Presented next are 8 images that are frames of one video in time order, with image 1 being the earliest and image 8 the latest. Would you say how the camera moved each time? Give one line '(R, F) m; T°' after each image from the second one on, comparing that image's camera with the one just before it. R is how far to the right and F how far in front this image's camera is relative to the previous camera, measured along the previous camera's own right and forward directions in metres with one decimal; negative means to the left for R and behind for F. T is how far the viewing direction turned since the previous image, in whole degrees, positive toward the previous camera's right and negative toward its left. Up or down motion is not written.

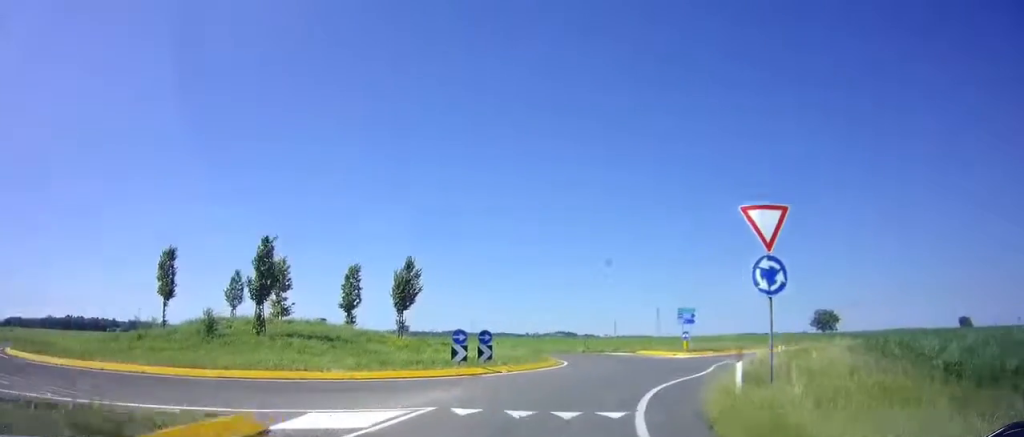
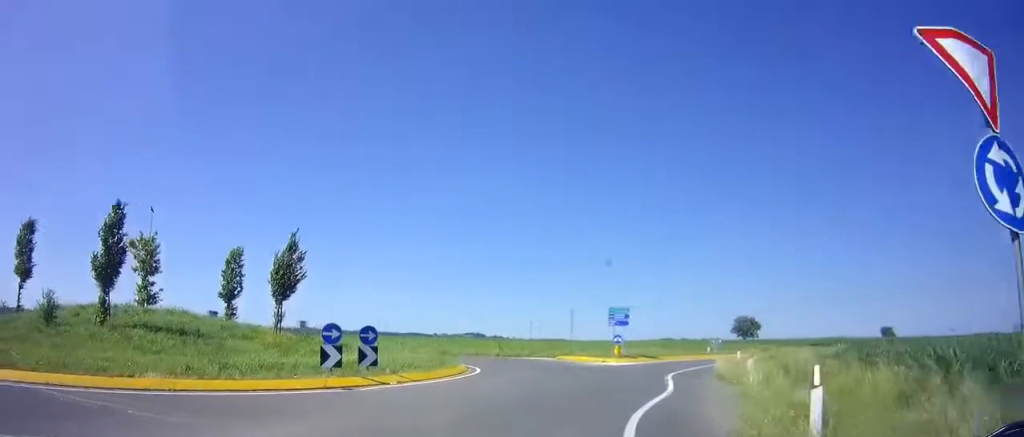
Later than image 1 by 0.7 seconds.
(0.0, +5.5) m; +9°
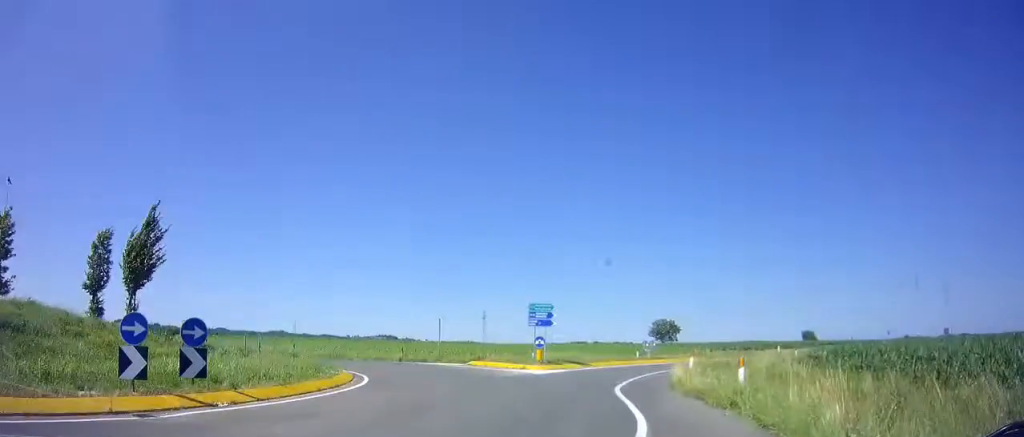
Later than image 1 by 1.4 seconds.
(+0.3, +5.2) m; +11°
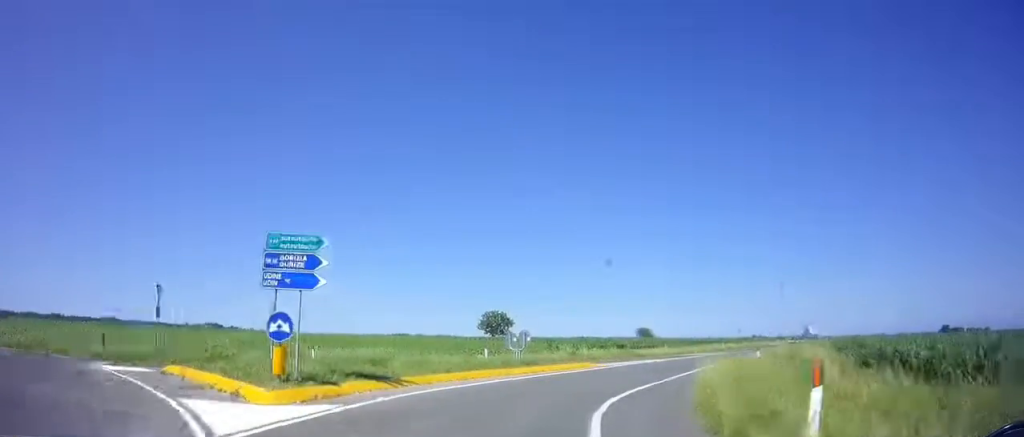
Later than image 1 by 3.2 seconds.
(+4.1, +15.7) m; +27°
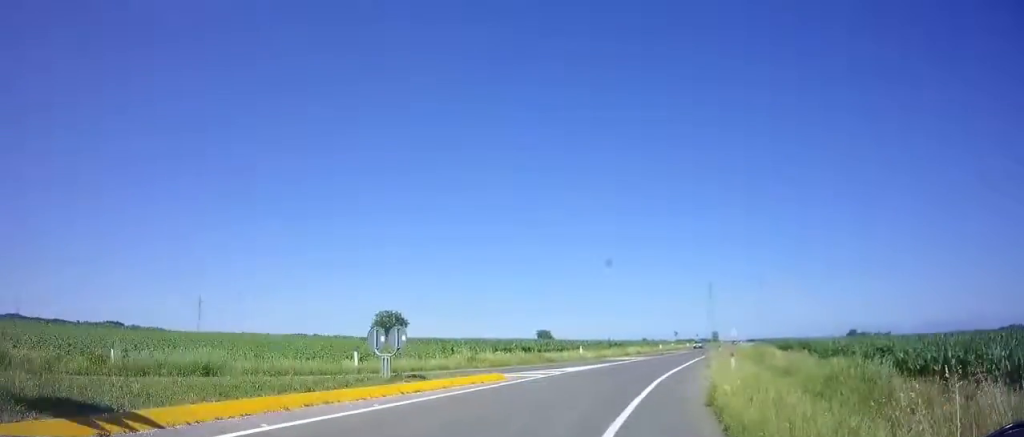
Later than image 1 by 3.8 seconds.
(+0.8, +6.6) m; +11°
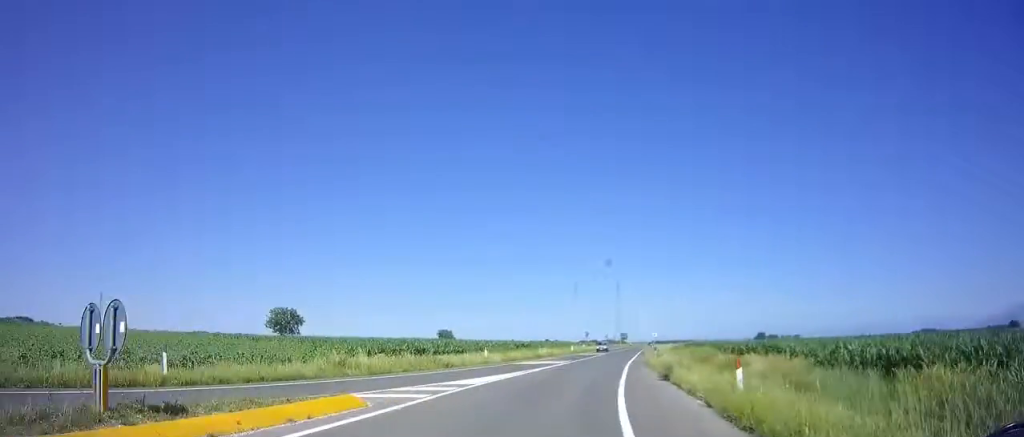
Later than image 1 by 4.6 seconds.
(+0.8, +7.4) m; +9°
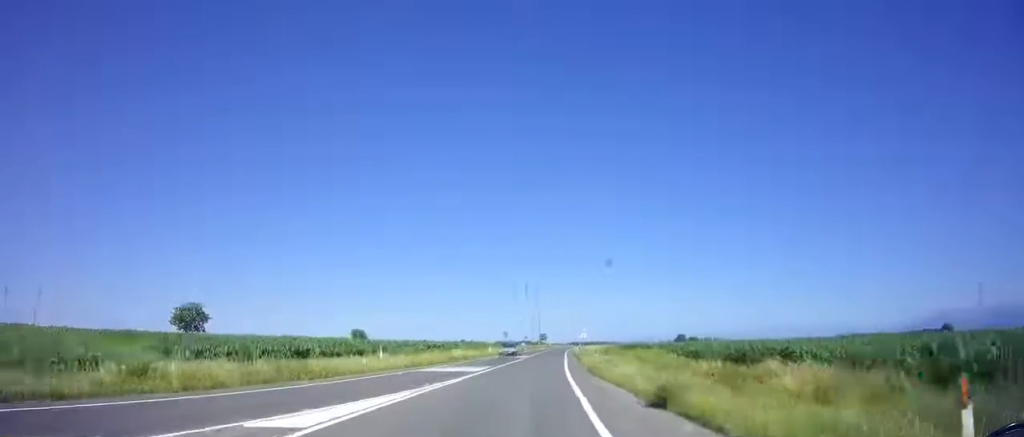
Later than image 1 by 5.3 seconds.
(+0.6, +7.6) m; +6°
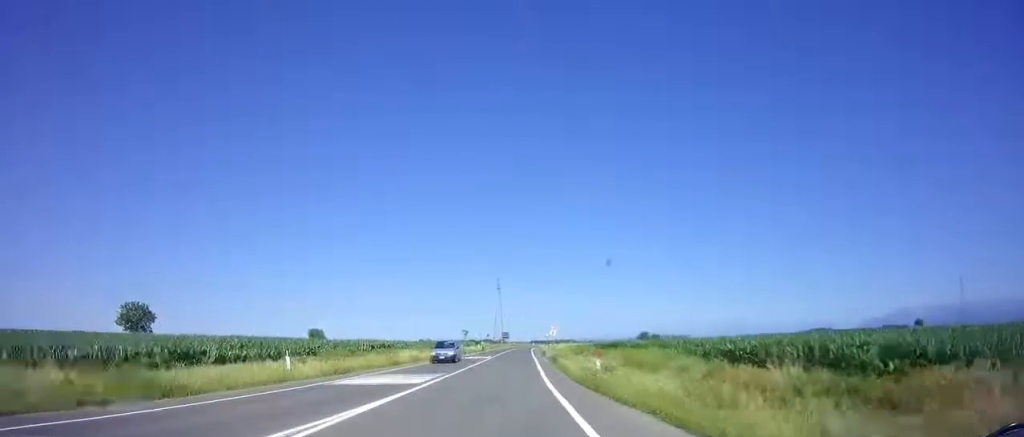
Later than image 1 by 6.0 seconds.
(+0.2, +8.0) m; +3°
